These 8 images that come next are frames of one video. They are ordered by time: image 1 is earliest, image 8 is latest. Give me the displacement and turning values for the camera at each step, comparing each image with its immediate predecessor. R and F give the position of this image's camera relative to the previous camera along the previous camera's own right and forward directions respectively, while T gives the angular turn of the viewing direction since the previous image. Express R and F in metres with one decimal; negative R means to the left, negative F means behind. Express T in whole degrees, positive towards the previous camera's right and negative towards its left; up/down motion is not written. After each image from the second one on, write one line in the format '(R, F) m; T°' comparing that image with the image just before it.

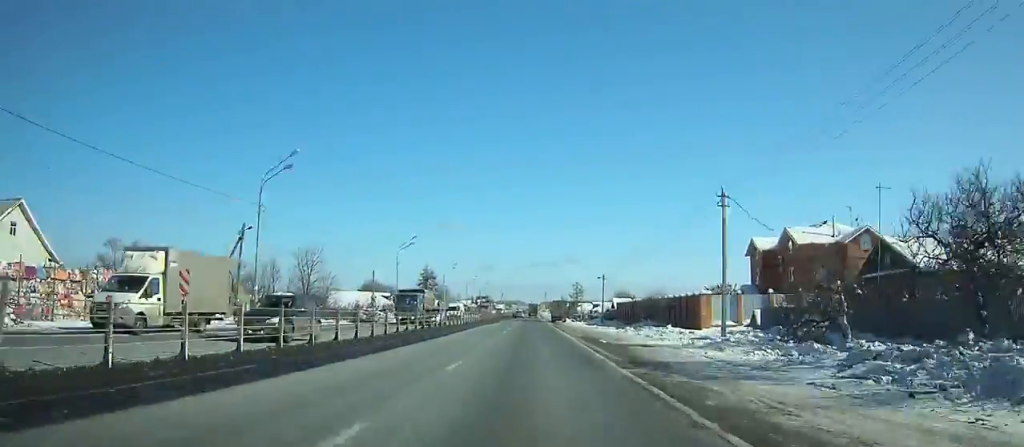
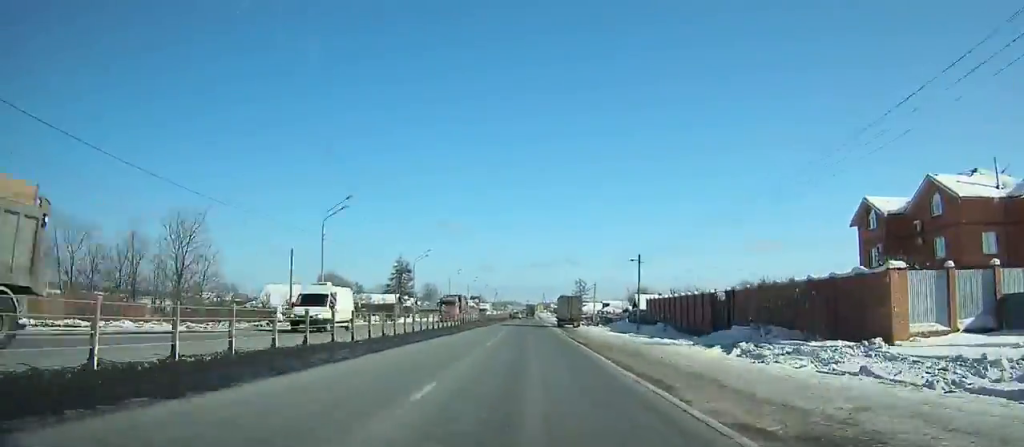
(-0.2, +28.9) m; 0°
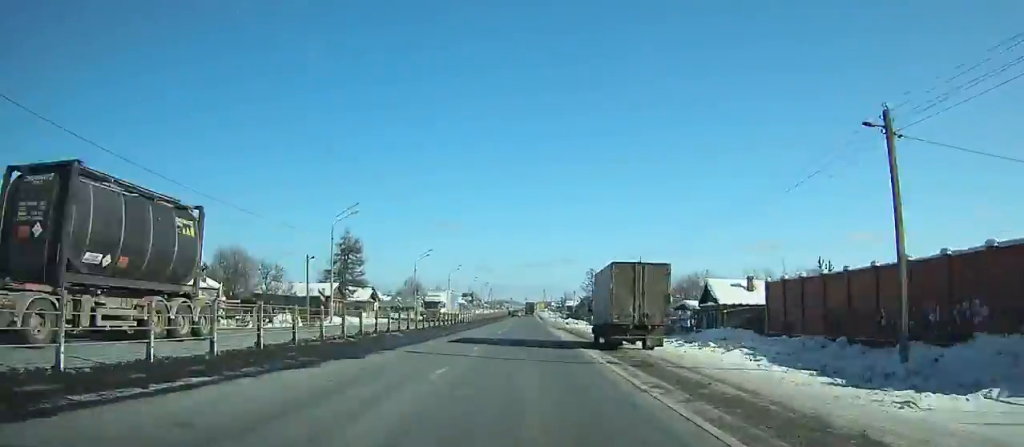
(+0.2, +39.0) m; 0°
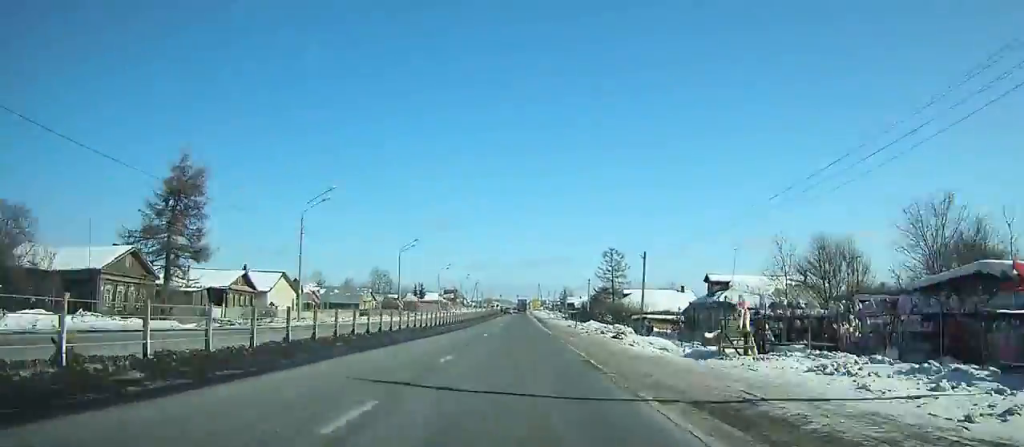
(+0.2, +45.0) m; 0°
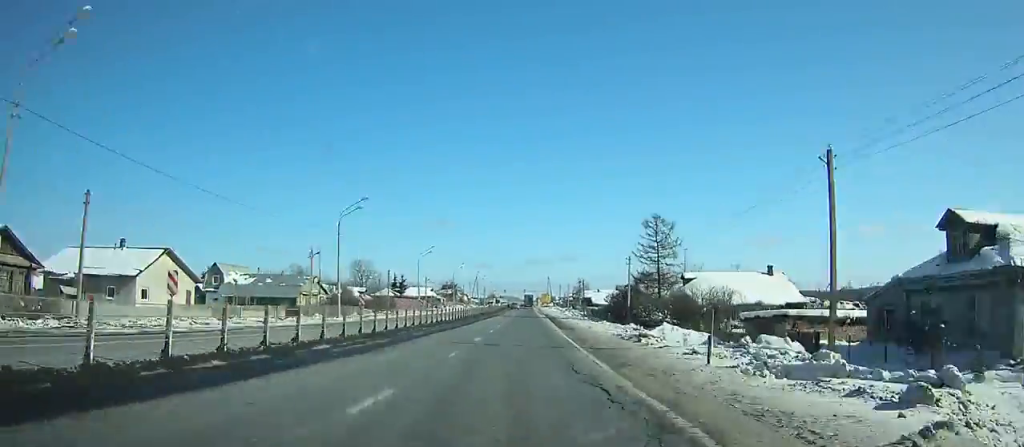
(+0.1, +31.4) m; 0°
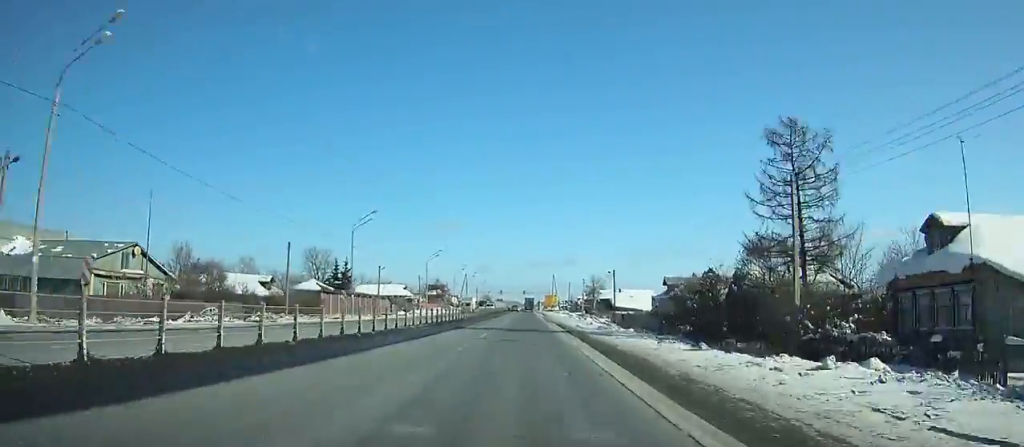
(-0.1, +37.2) m; 0°
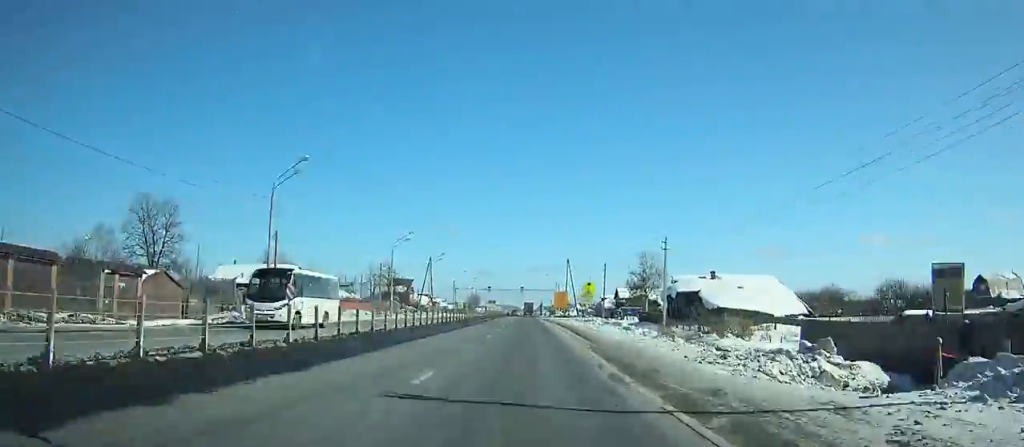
(-0.2, +64.2) m; 0°
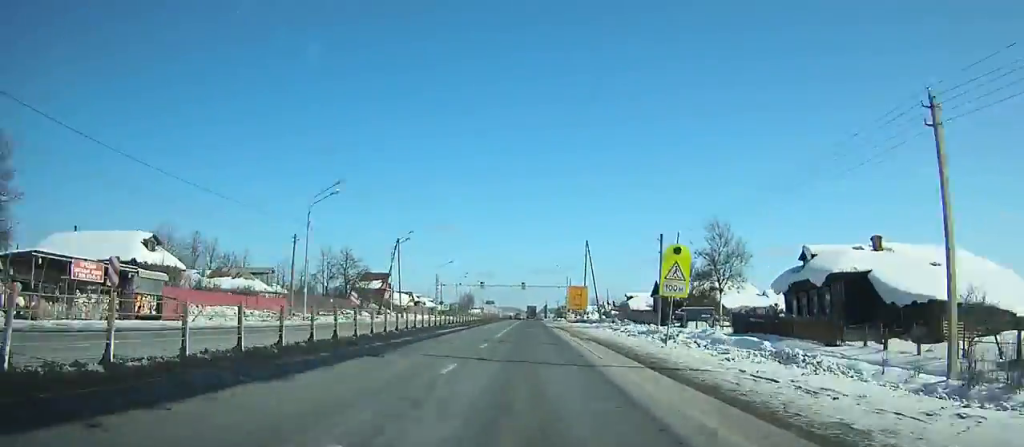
(0.0, +30.8) m; 0°
